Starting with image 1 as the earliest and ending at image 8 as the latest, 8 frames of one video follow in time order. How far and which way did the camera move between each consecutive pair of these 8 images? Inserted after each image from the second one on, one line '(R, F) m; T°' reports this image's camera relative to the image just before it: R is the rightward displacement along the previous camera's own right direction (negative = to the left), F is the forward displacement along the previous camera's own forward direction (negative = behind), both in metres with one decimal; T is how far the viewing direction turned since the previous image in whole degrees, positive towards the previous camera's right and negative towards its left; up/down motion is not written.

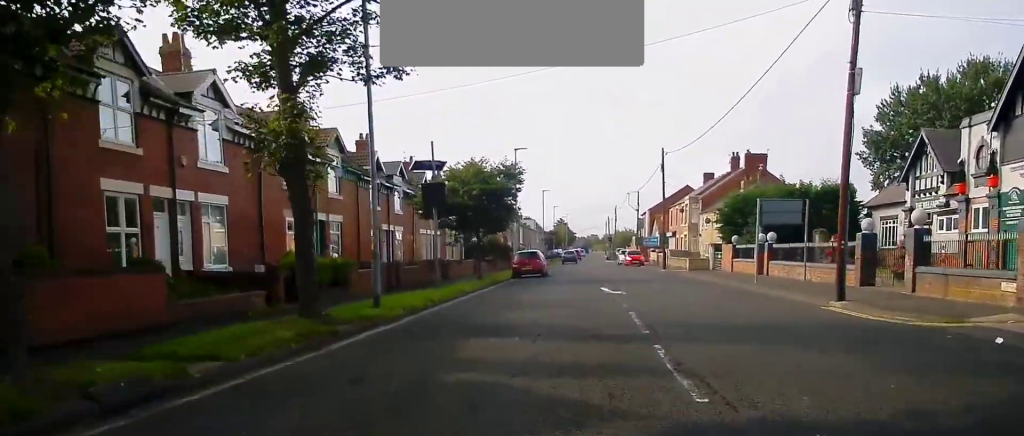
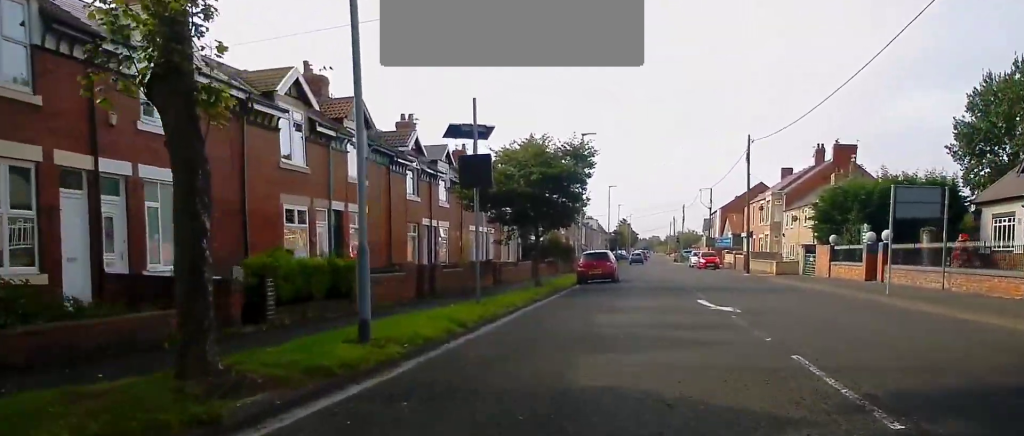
(-0.6, +7.5) m; -5°
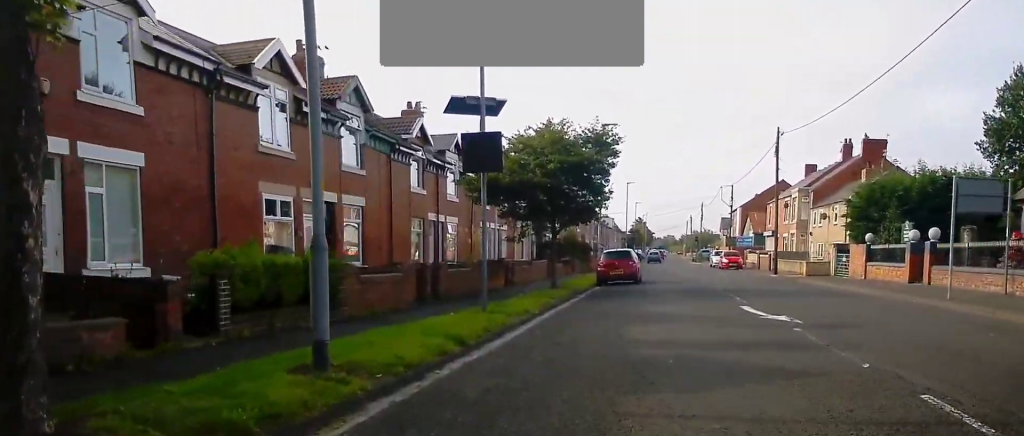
(+0.1, +3.1) m; +1°
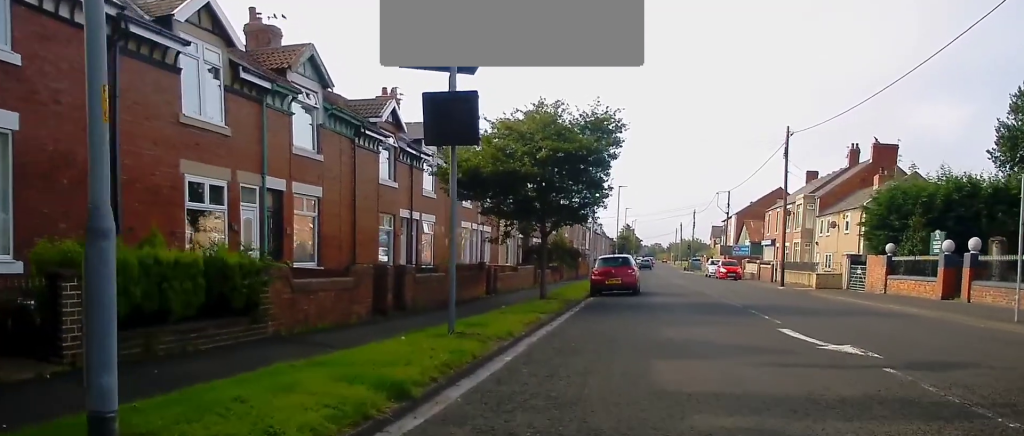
(0.0, +4.3) m; +2°
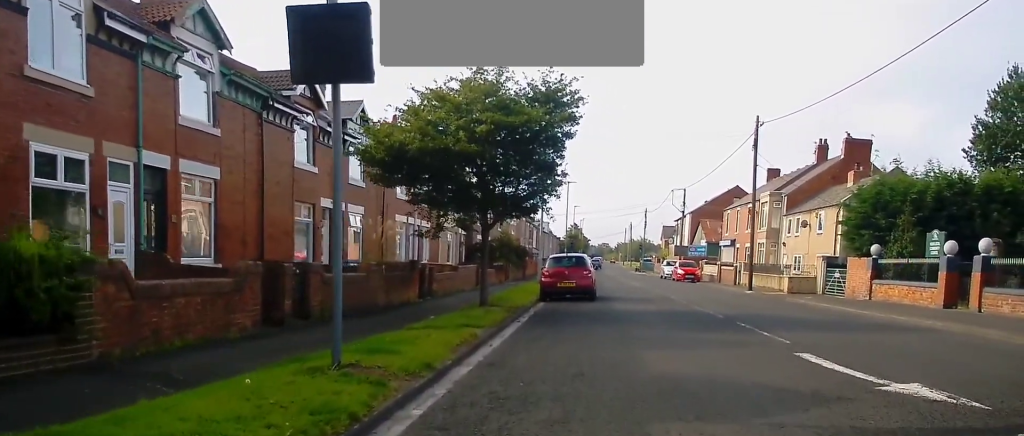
(+0.1, +4.0) m; 0°
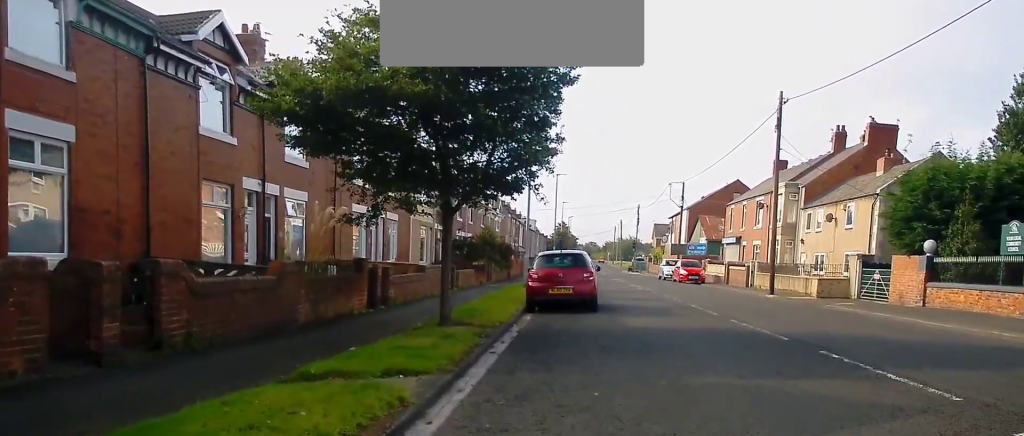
(+0.1, +5.8) m; +5°
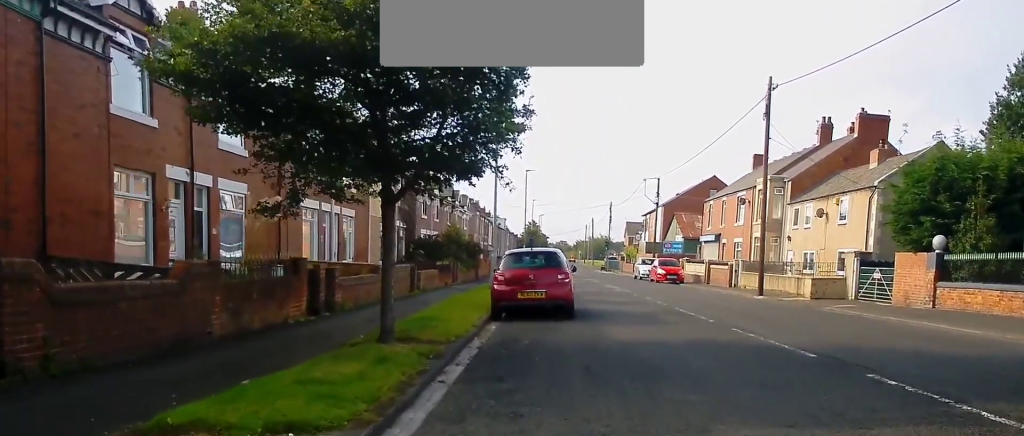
(0.0, +2.4) m; +1°
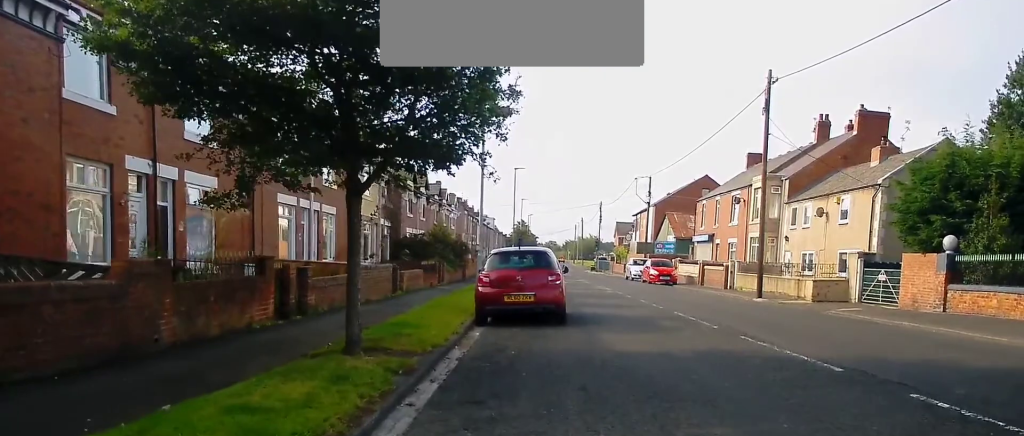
(0.0, +1.2) m; 0°
